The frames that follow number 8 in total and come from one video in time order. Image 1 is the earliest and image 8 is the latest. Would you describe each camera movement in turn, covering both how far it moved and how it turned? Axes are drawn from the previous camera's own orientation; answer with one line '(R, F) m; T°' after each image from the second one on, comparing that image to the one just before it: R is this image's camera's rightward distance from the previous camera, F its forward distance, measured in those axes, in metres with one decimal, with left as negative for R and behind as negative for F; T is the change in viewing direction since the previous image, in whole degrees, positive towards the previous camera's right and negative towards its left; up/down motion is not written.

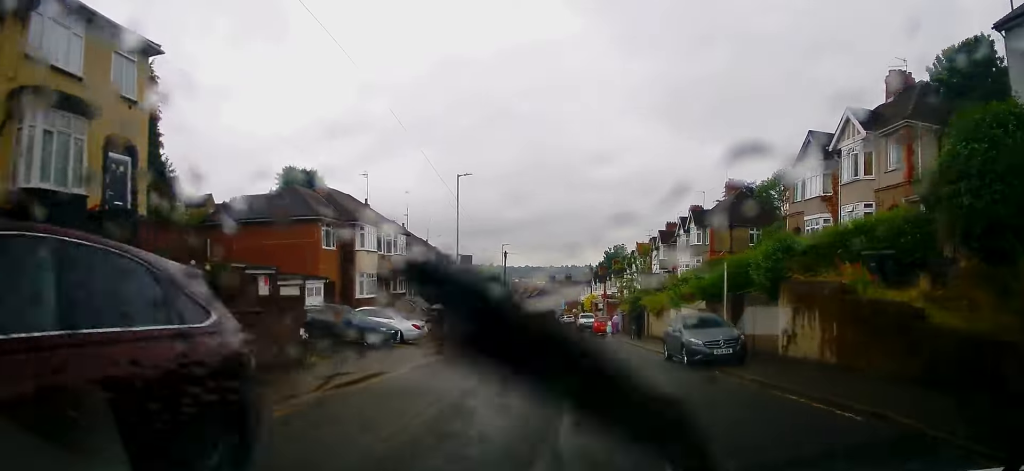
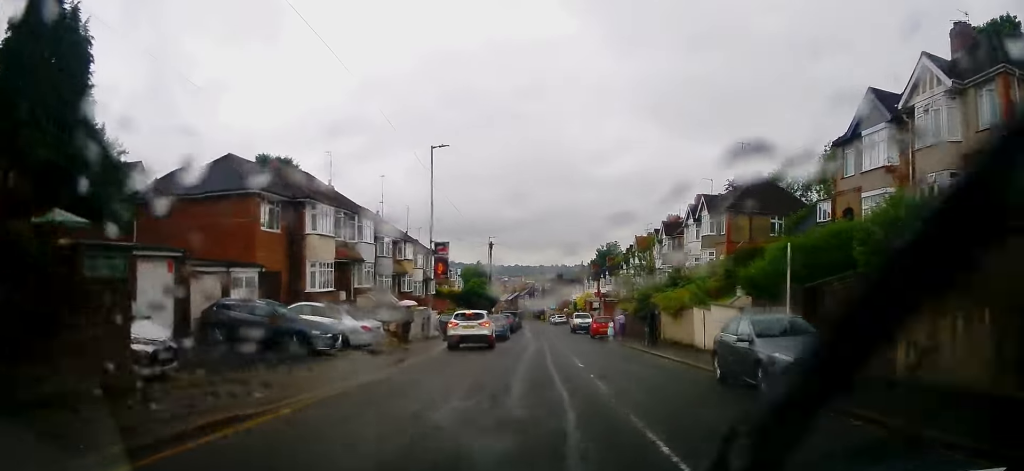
(-0.1, +6.2) m; 0°
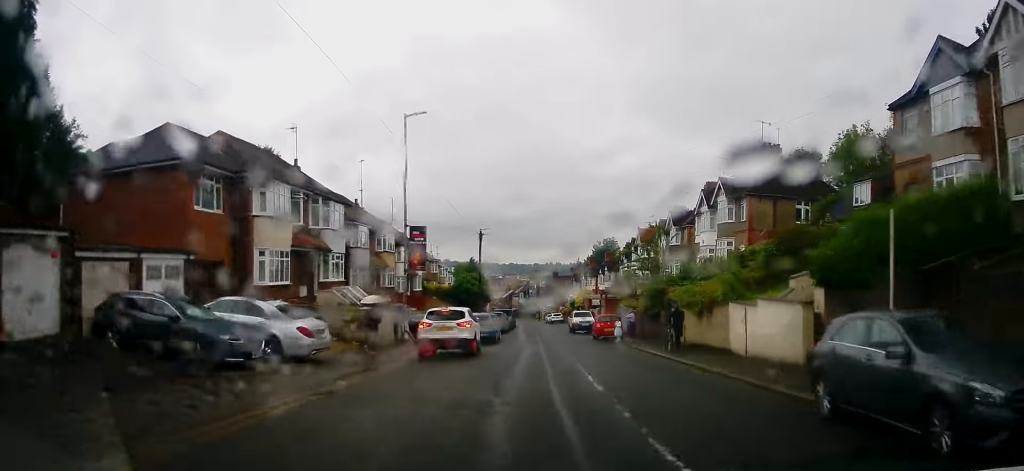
(+0.1, +5.2) m; 0°
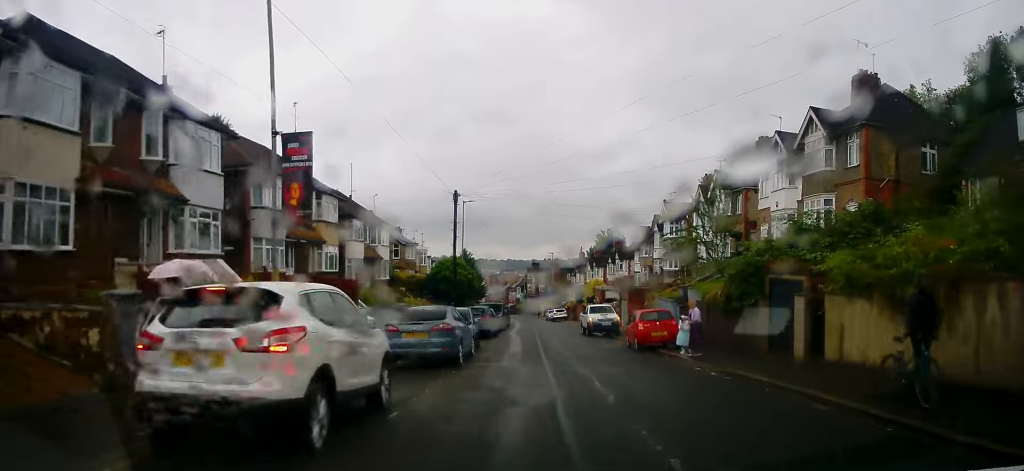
(+0.1, +14.0) m; +2°
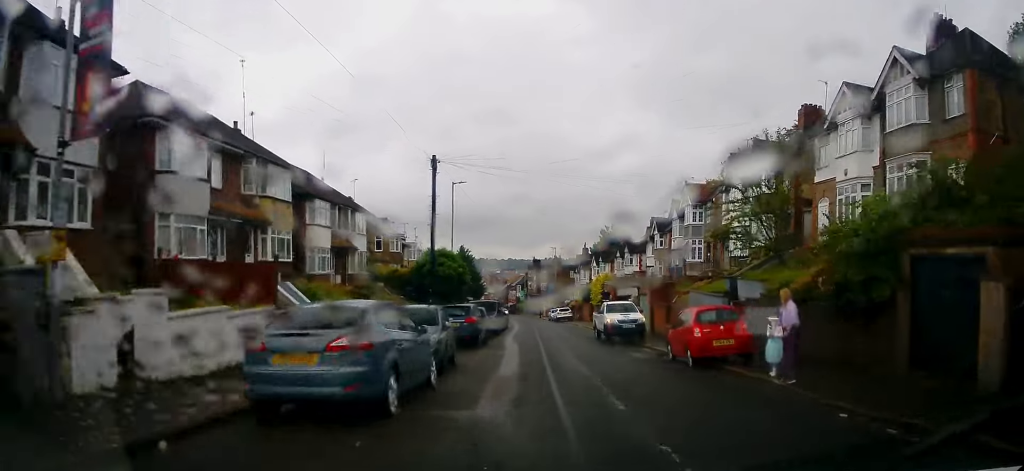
(+0.1, +7.1) m; 0°
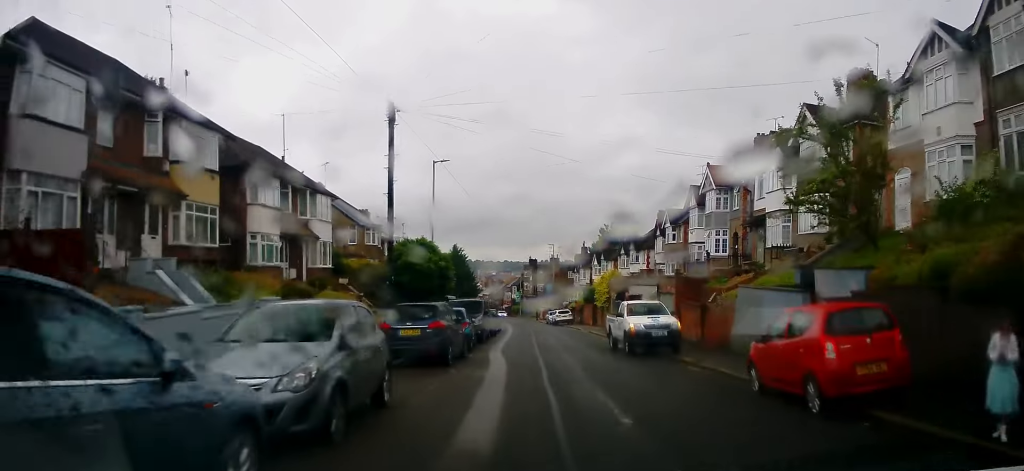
(+0.1, +6.8) m; 0°
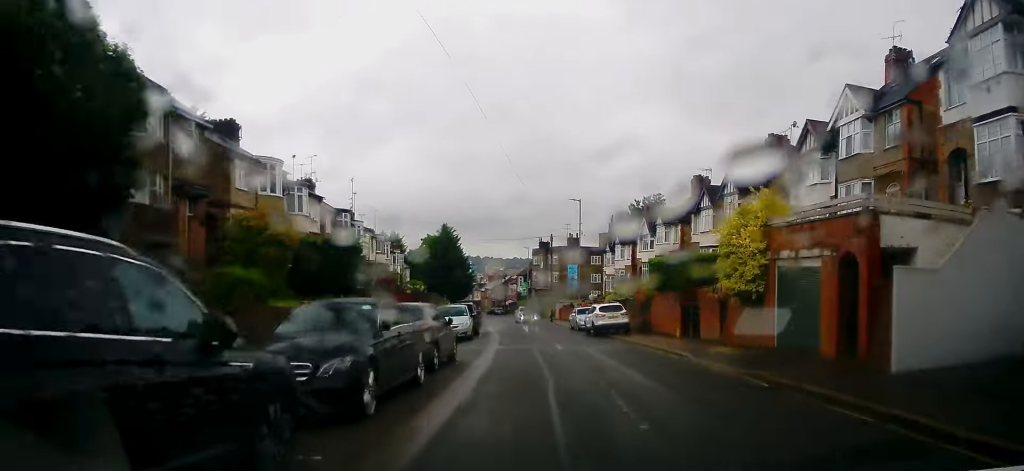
(-0.4, +29.9) m; -1°
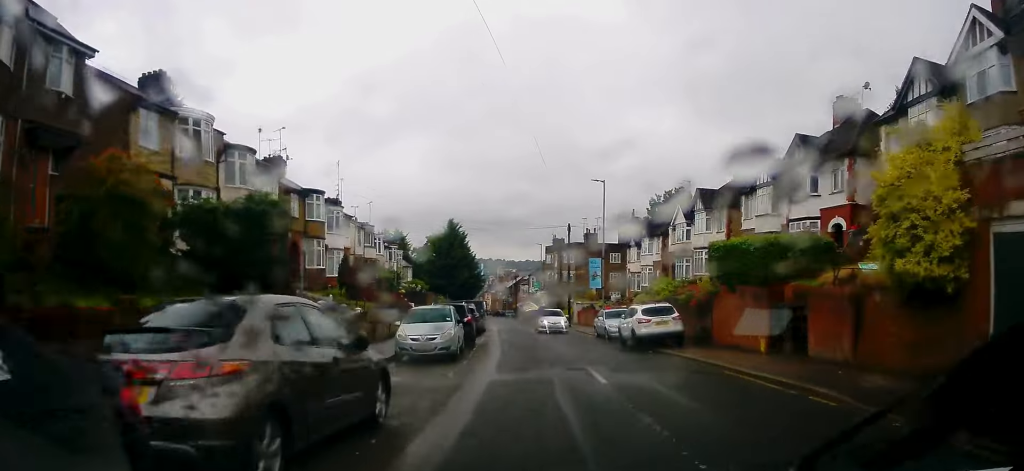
(+0.4, +8.2) m; +1°
